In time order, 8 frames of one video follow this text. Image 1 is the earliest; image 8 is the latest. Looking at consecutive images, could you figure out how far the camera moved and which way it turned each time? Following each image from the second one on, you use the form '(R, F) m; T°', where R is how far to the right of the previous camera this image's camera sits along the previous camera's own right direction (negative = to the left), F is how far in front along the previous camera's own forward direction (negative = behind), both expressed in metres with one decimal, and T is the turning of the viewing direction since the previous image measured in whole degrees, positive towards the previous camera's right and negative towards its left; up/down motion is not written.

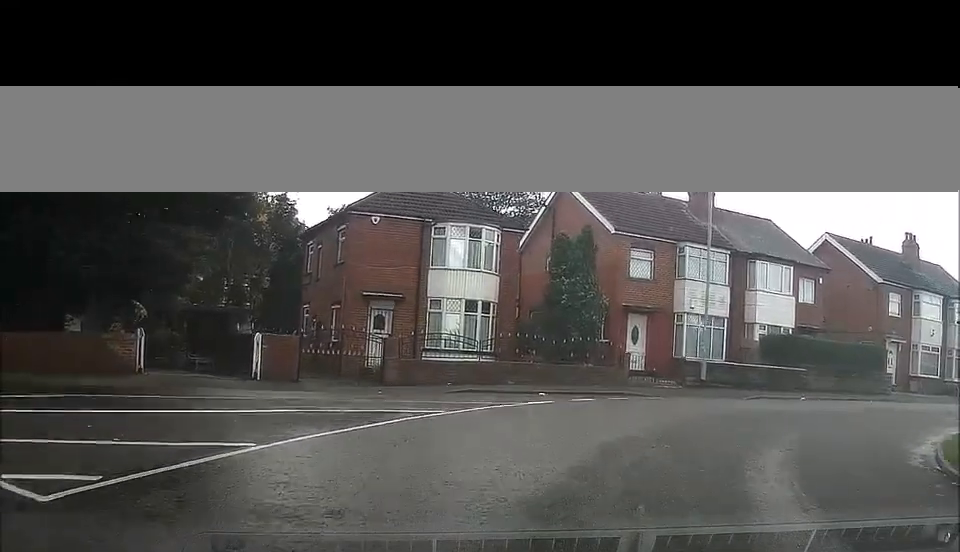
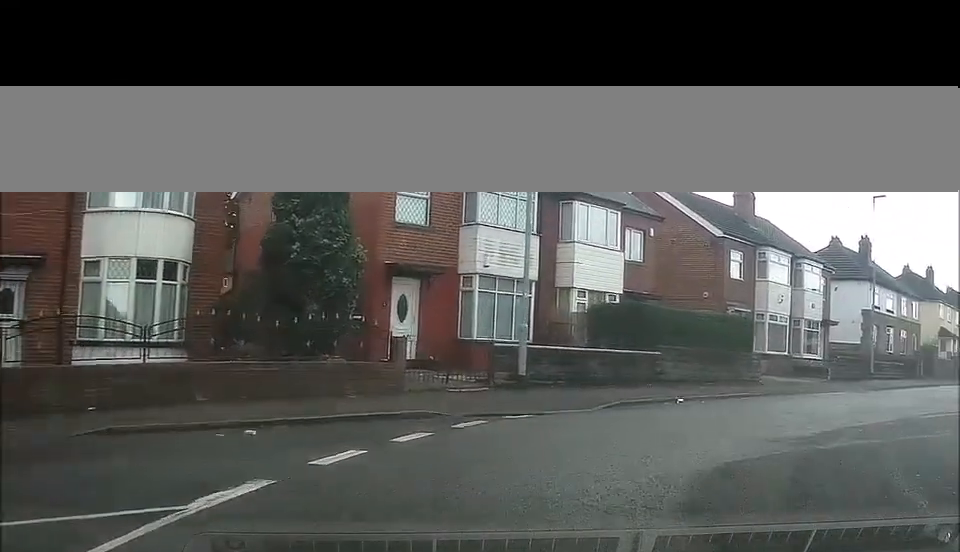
(+1.3, +10.3) m; +21°
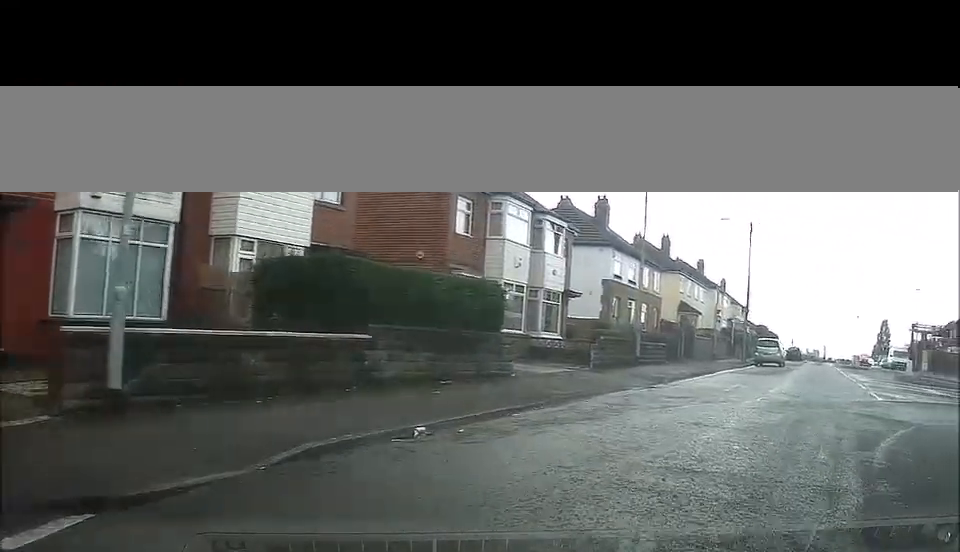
(+1.7, +8.0) m; +22°
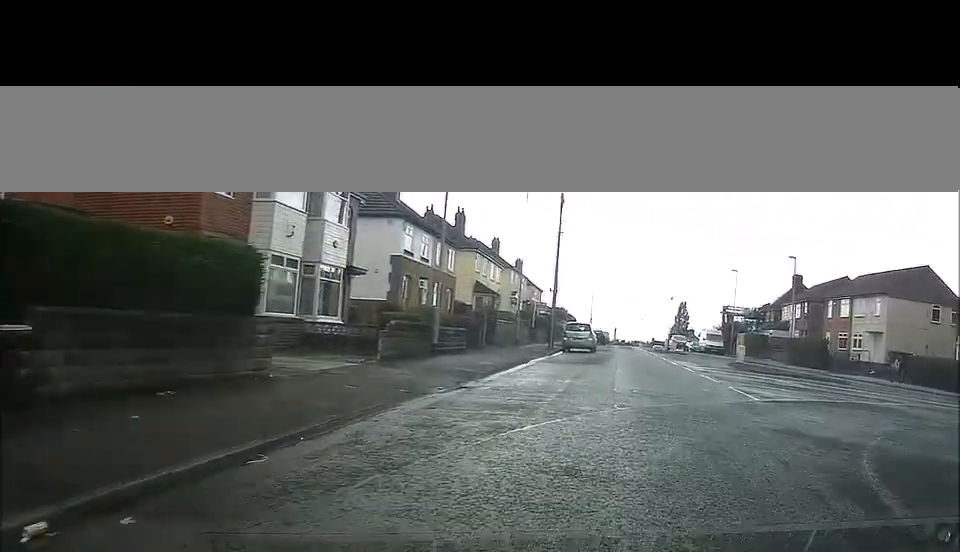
(+0.3, +4.9) m; +13°
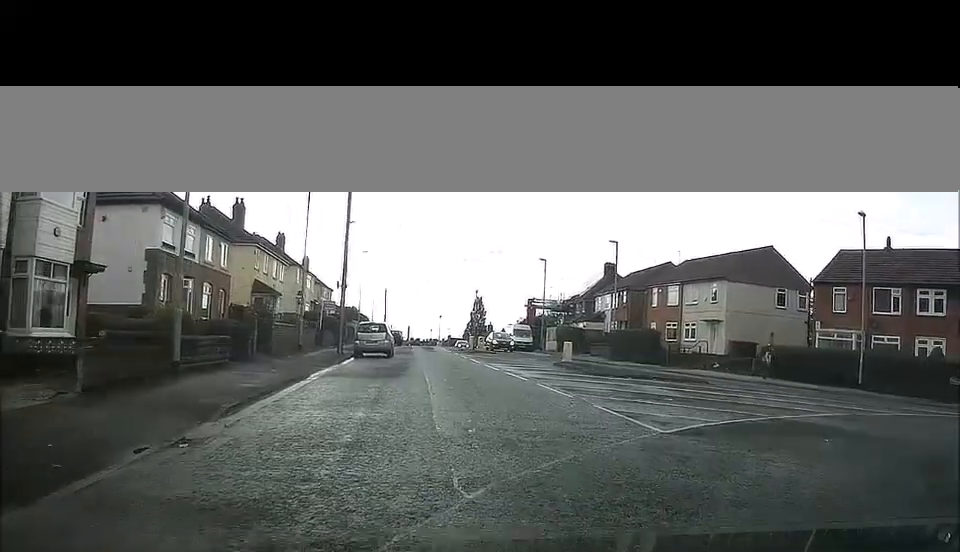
(+0.9, +6.0) m; +17°
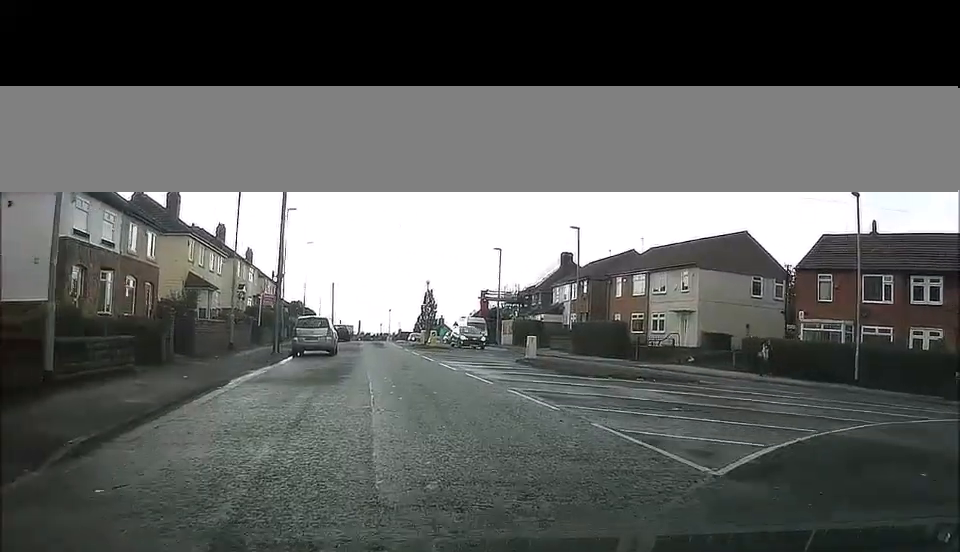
(+0.5, +3.7) m; +3°
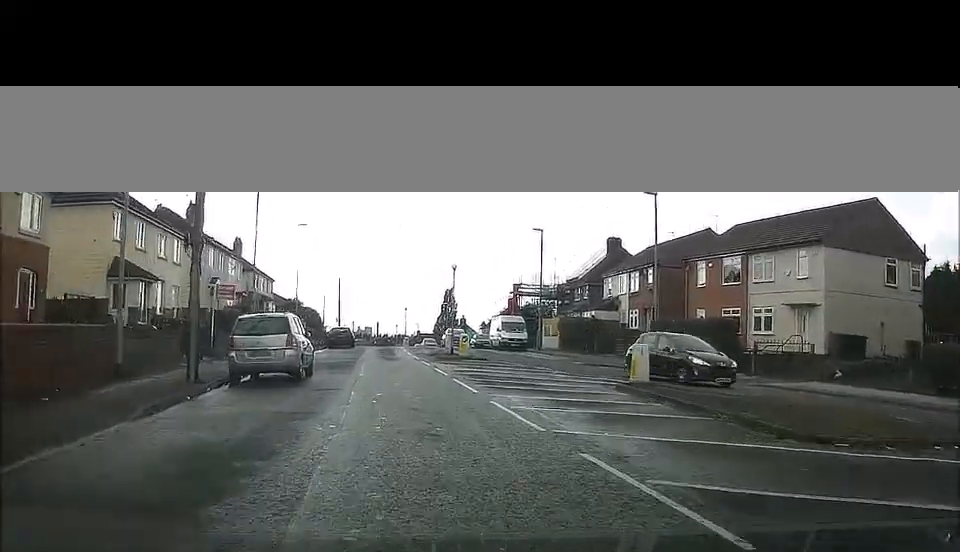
(+0.1, +13.4) m; -4°
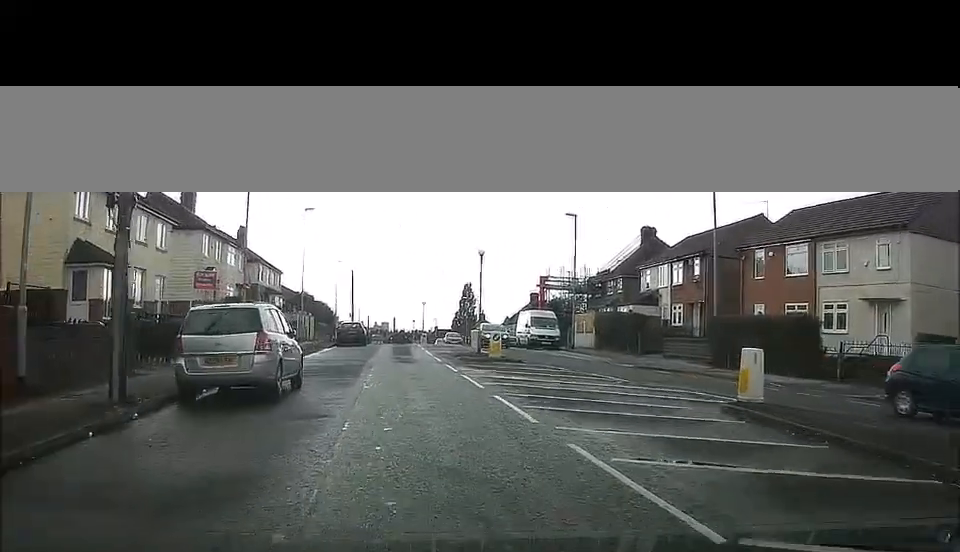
(0.0, +5.7) m; -1°
